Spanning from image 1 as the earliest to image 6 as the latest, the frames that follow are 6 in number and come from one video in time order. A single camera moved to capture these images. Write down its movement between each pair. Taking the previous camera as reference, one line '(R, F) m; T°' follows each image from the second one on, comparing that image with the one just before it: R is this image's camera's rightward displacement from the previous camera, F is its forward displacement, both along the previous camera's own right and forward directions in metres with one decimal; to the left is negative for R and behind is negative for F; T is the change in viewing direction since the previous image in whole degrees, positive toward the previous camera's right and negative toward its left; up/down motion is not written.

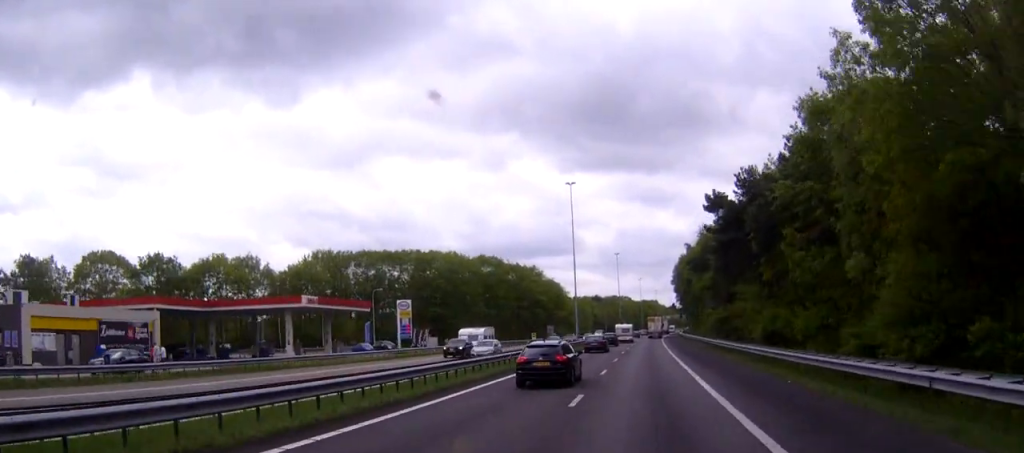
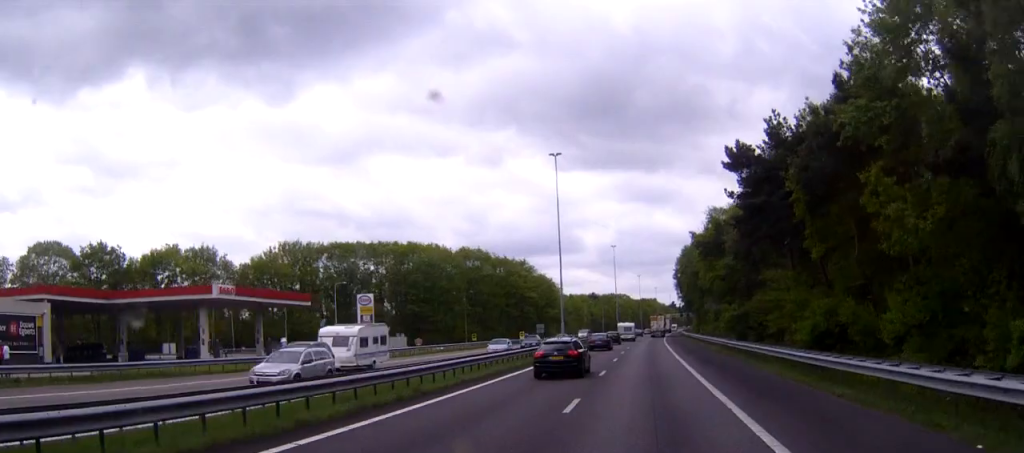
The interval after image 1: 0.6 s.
(0.0, +13.7) m; 0°
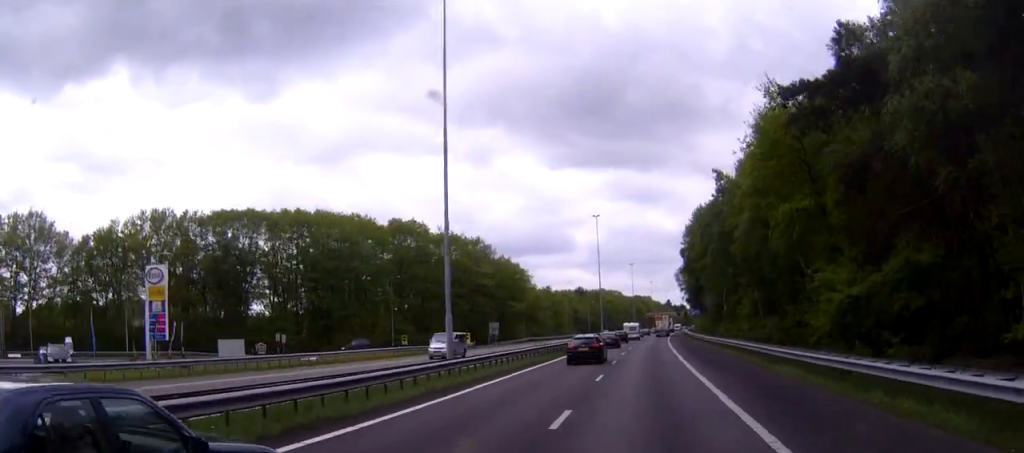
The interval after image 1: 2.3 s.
(+0.1, +38.6) m; +1°
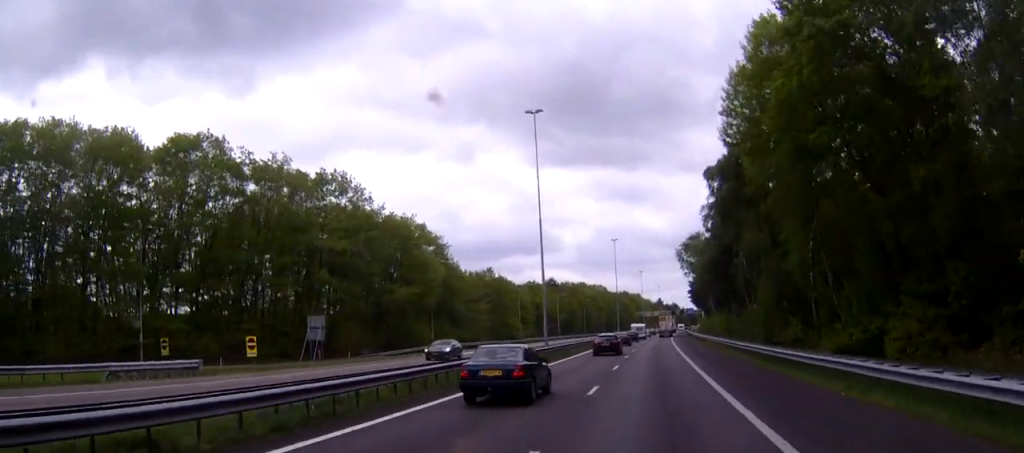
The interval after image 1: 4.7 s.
(+0.8, +53.7) m; +1°
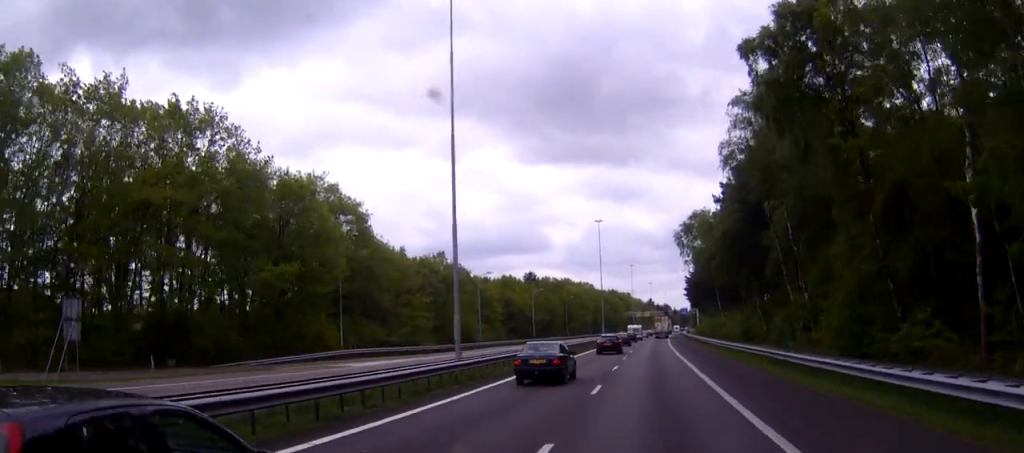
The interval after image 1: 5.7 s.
(-0.1, +23.4) m; 0°
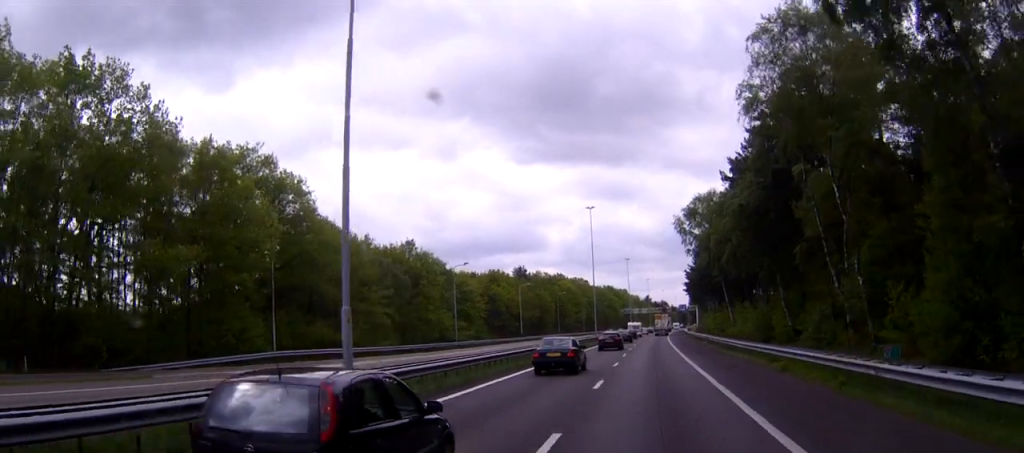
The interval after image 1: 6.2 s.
(+0.1, +11.3) m; 0°
